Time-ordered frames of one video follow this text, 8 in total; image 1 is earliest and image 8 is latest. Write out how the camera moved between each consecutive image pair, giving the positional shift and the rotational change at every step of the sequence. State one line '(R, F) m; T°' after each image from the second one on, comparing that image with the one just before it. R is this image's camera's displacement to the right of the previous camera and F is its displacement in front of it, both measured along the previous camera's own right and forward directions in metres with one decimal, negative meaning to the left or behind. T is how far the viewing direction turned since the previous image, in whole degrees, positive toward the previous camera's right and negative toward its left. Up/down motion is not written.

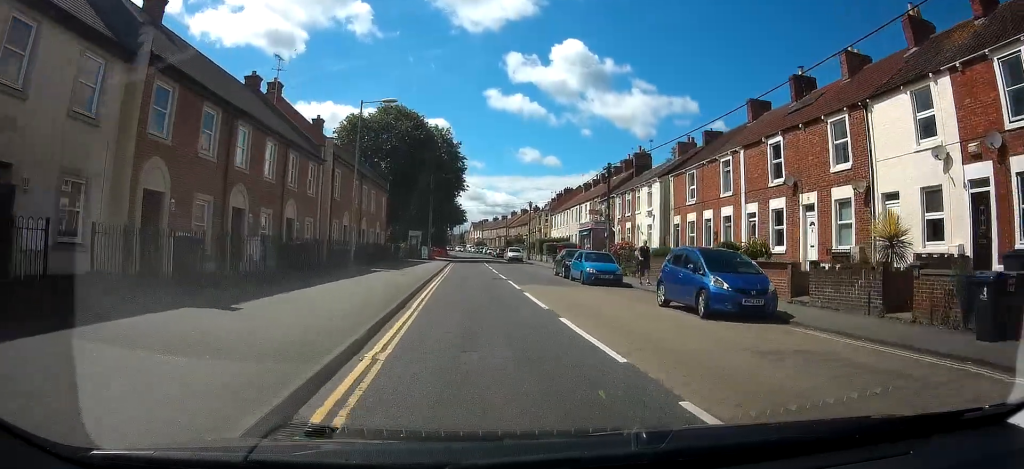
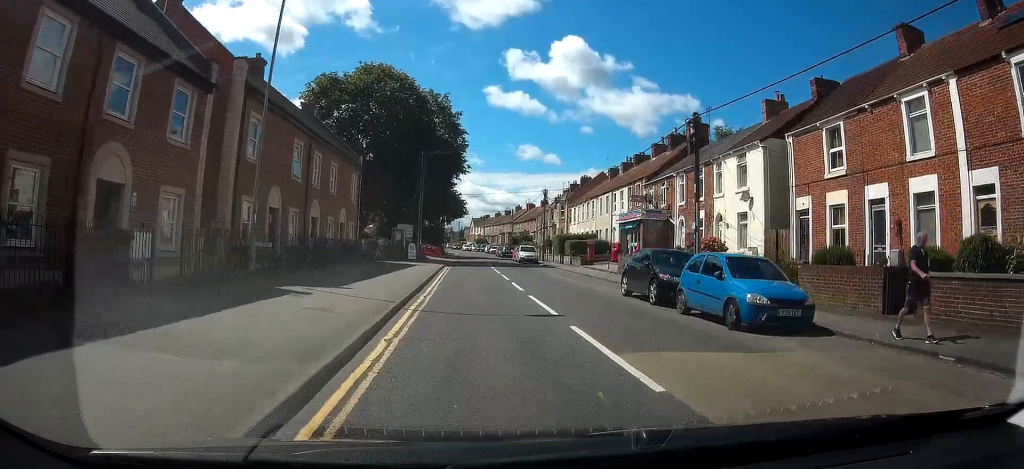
(-0.5, +13.8) m; -1°
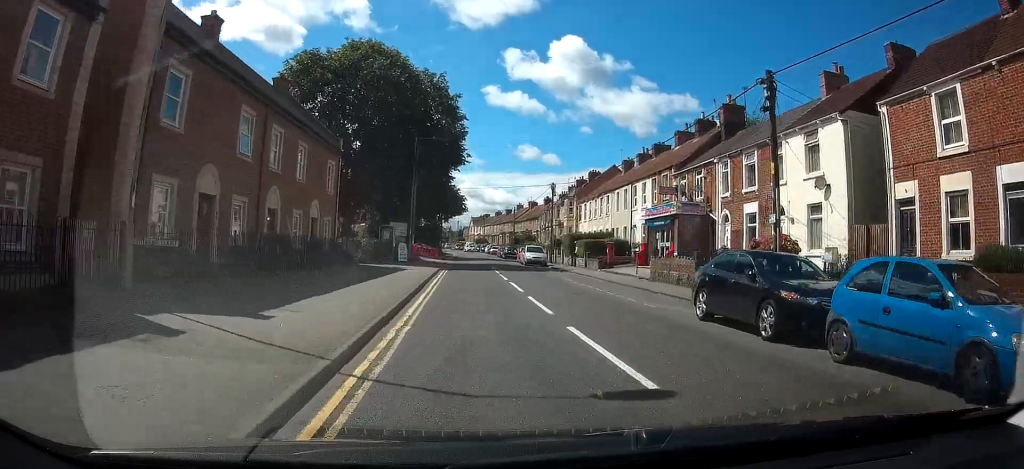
(0.0, +6.1) m; 0°
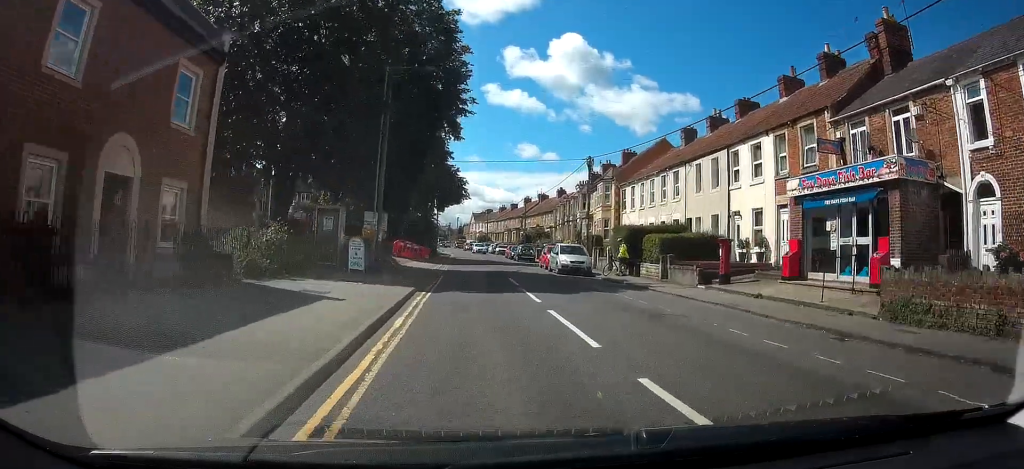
(+0.2, +15.6) m; -1°
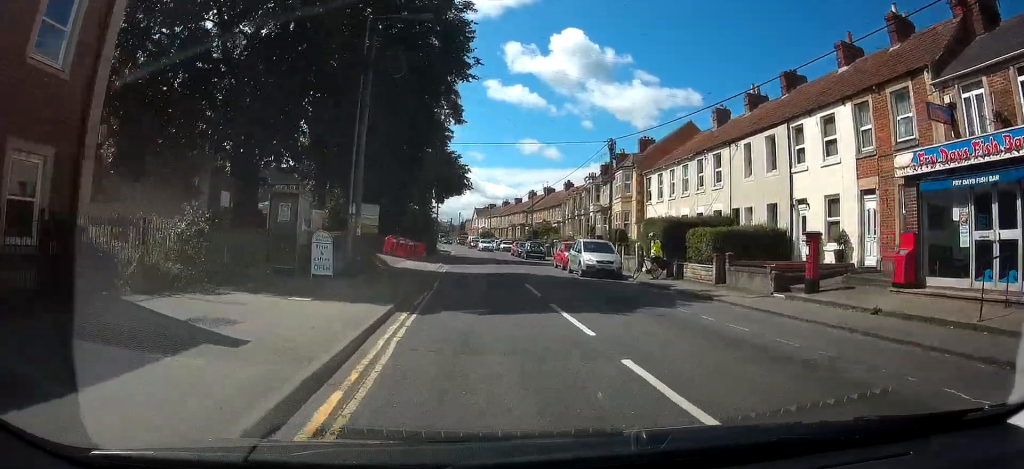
(0.0, +5.2) m; -1°
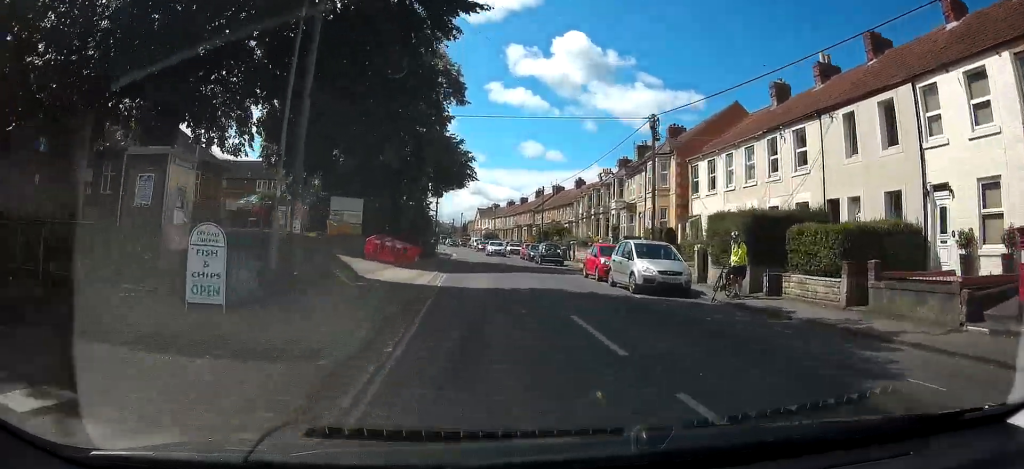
(0.0, +7.2) m; 0°
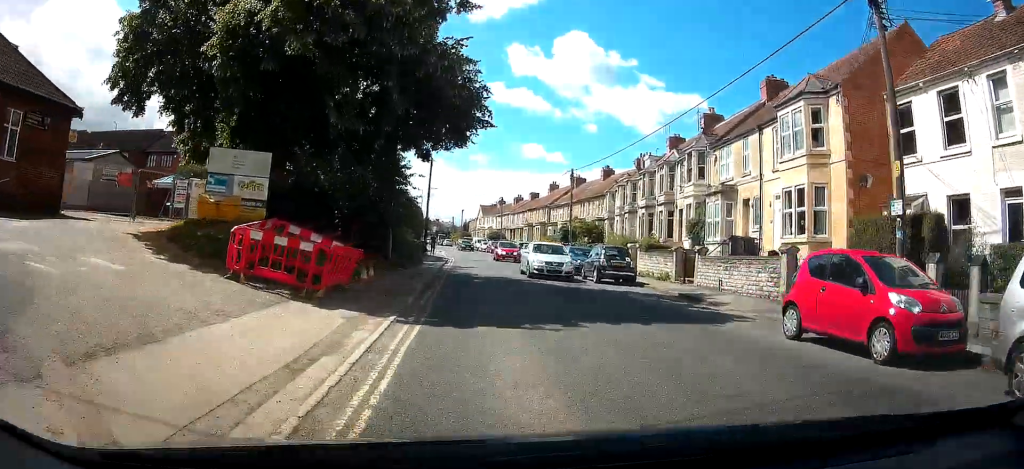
(0.0, +16.0) m; +2°
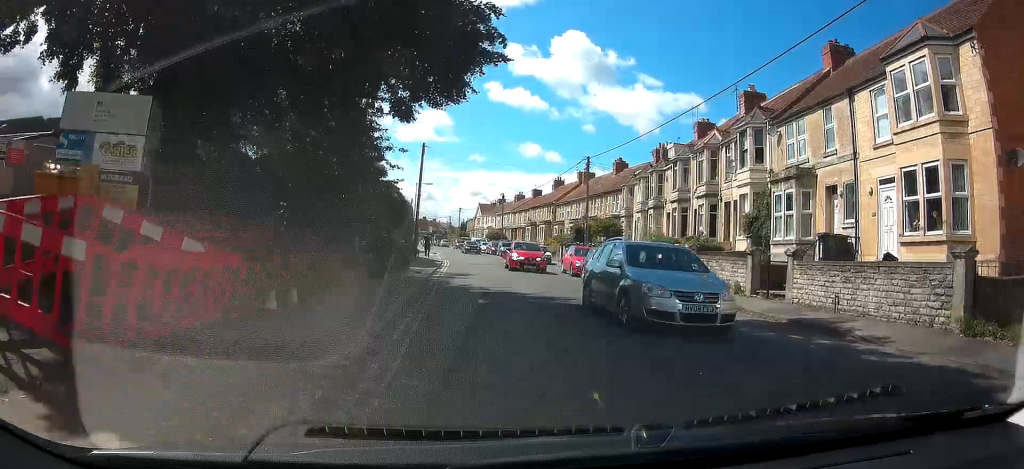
(+0.2, +6.8) m; 0°
